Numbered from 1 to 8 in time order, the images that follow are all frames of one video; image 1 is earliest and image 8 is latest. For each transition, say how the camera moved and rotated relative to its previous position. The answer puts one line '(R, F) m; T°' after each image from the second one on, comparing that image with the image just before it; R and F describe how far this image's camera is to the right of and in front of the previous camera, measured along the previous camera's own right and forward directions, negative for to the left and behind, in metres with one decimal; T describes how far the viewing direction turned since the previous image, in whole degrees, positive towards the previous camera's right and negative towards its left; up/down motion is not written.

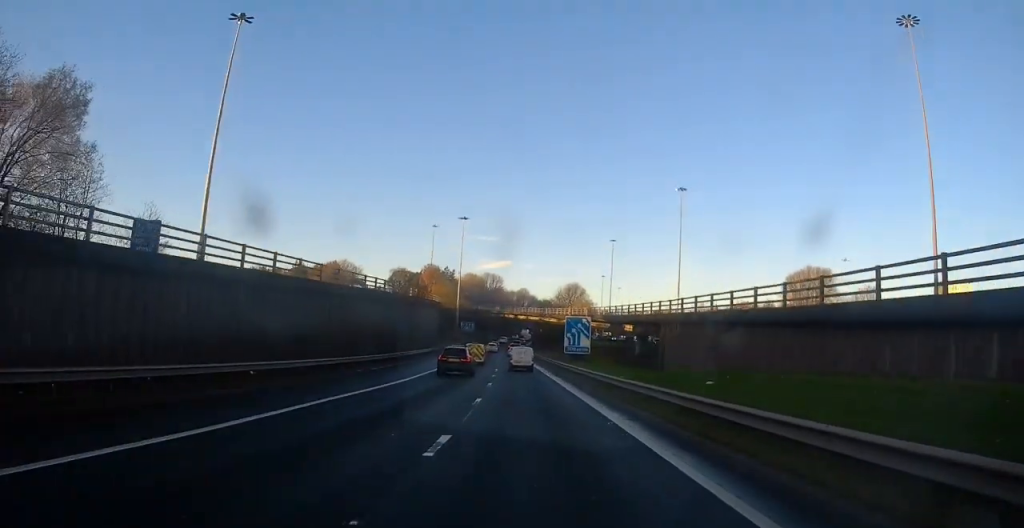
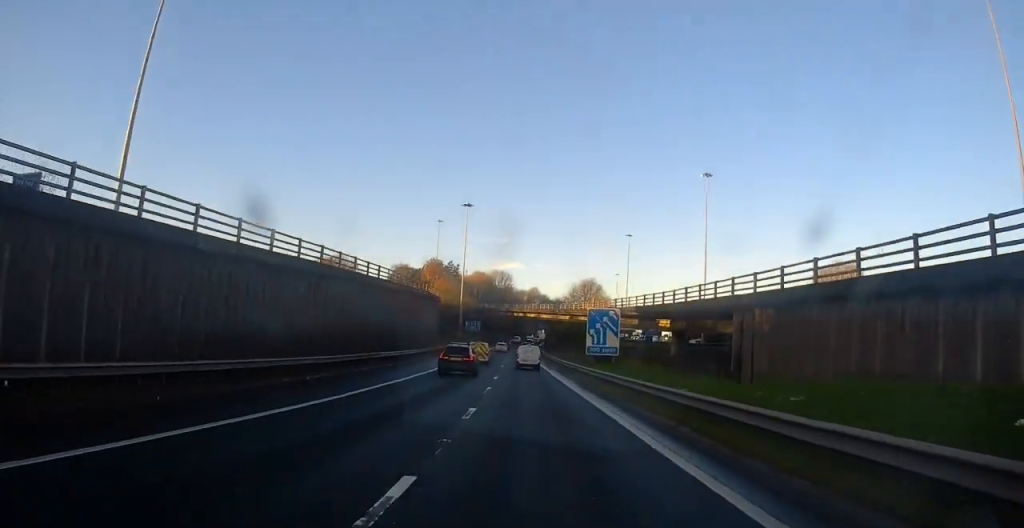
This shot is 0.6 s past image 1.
(-0.4, +13.6) m; -1°
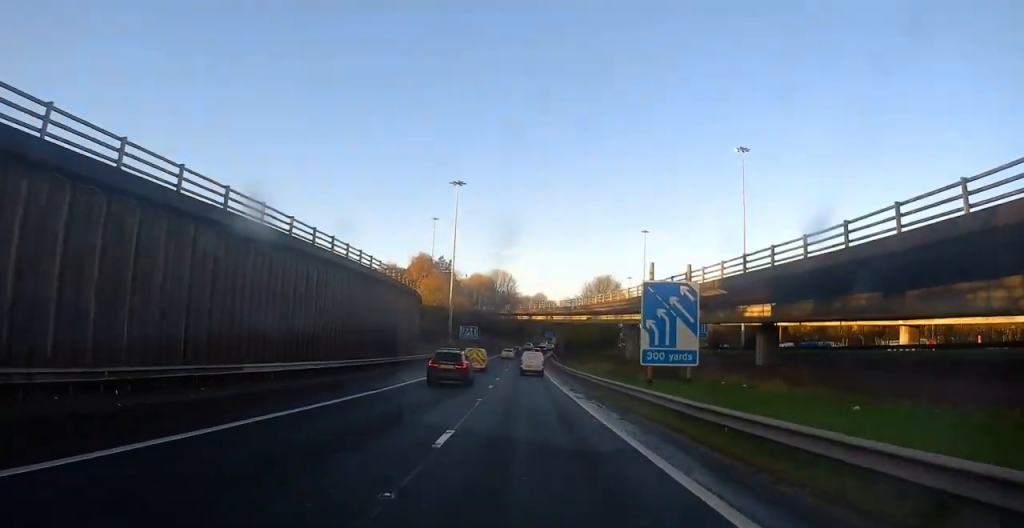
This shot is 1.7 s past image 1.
(+0.3, +22.7) m; 0°
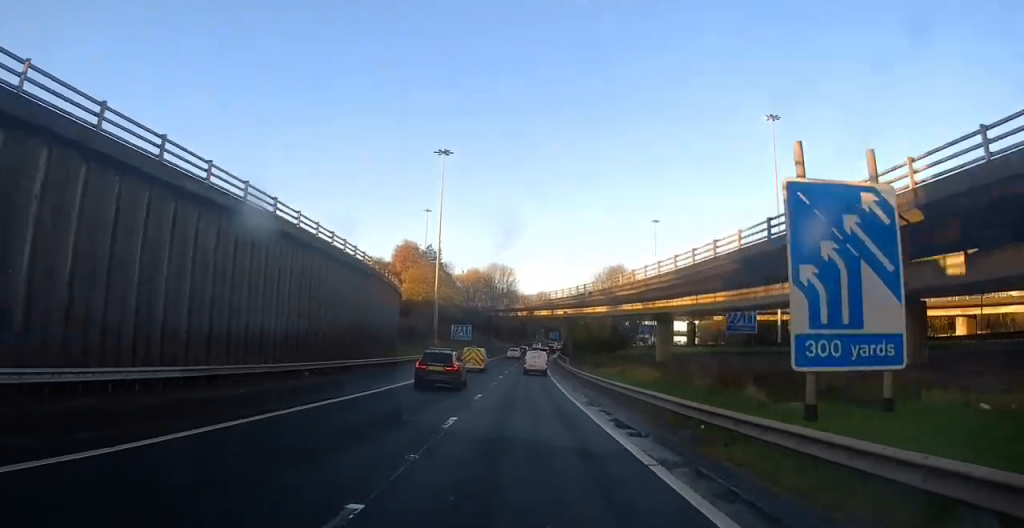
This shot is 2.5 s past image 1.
(-0.3, +16.2) m; -1°
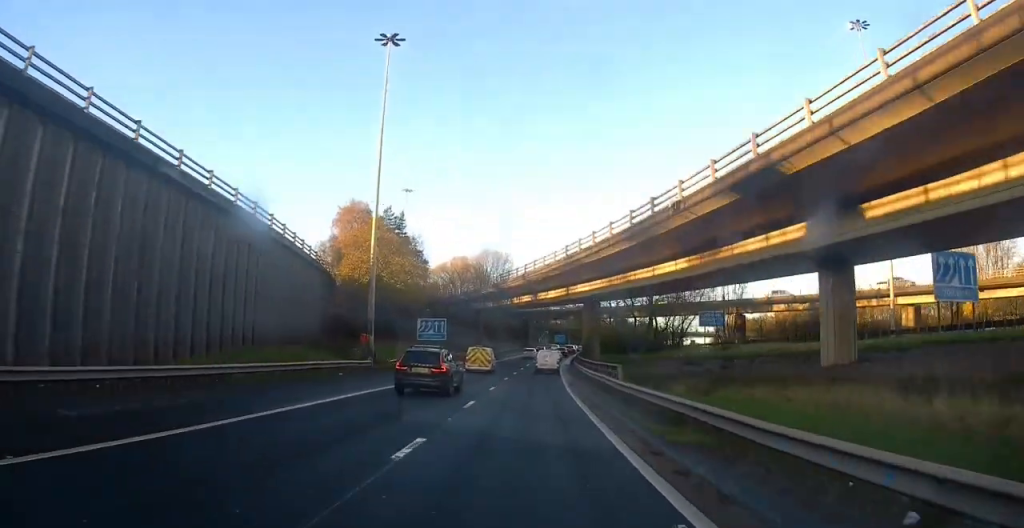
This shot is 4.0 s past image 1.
(-0.1, +32.4) m; 0°
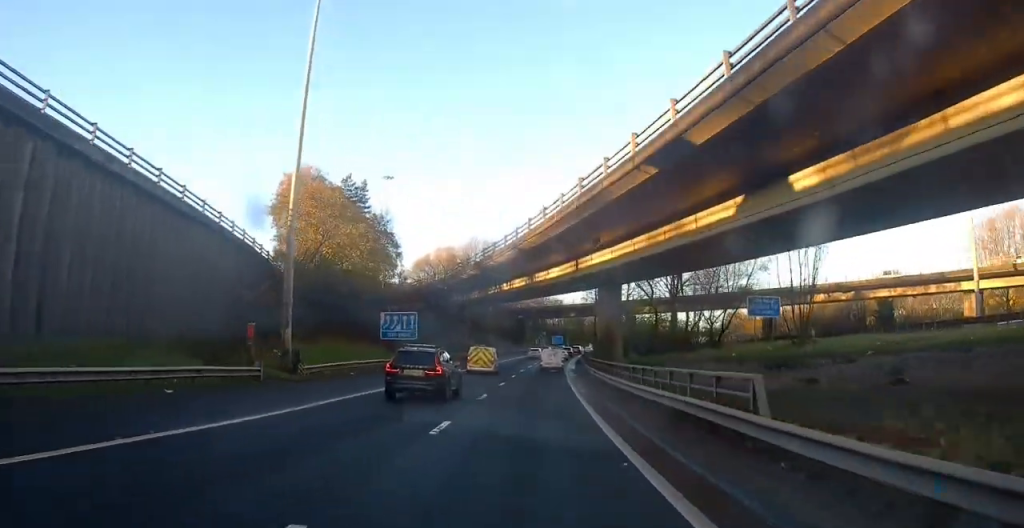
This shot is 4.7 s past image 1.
(0.0, +15.4) m; +1°
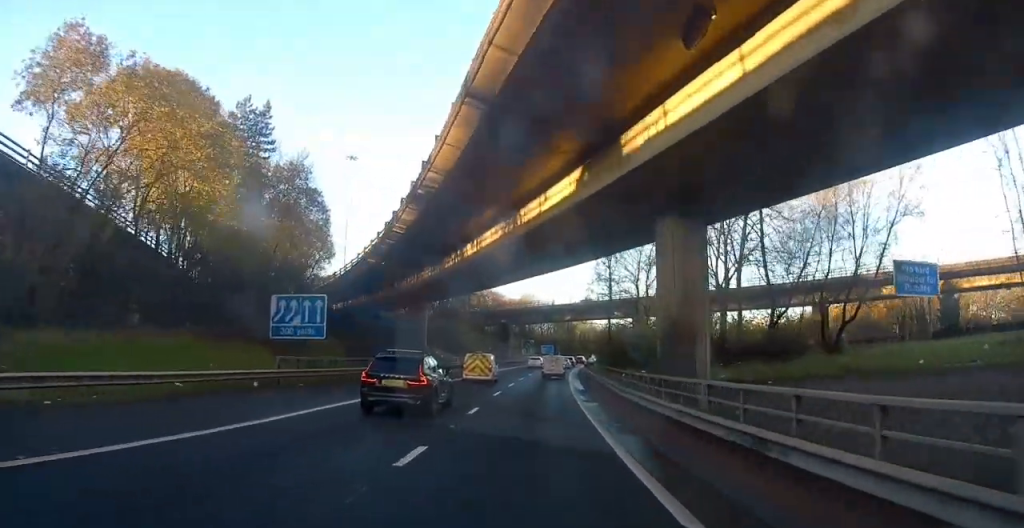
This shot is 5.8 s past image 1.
(+0.4, +21.5) m; +1°
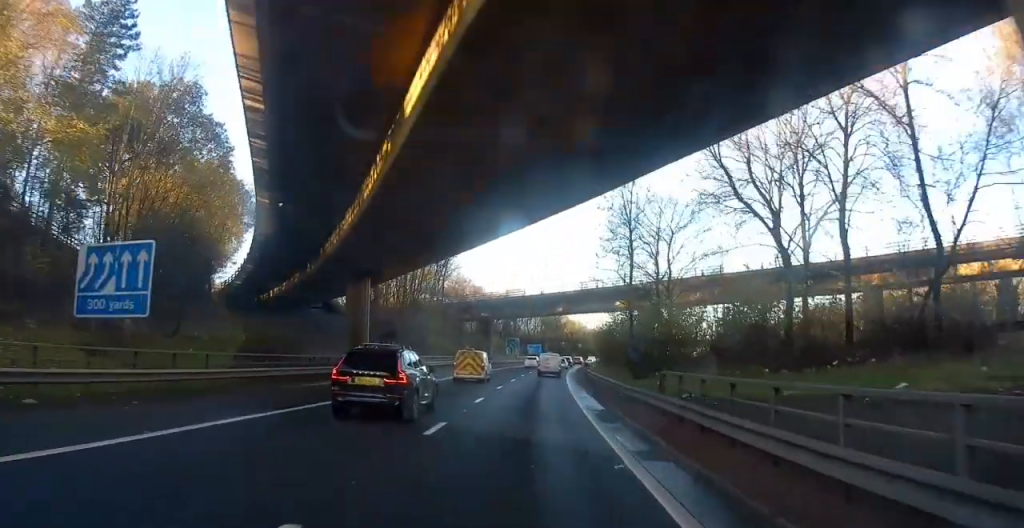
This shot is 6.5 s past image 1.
(0.0, +15.3) m; 0°
